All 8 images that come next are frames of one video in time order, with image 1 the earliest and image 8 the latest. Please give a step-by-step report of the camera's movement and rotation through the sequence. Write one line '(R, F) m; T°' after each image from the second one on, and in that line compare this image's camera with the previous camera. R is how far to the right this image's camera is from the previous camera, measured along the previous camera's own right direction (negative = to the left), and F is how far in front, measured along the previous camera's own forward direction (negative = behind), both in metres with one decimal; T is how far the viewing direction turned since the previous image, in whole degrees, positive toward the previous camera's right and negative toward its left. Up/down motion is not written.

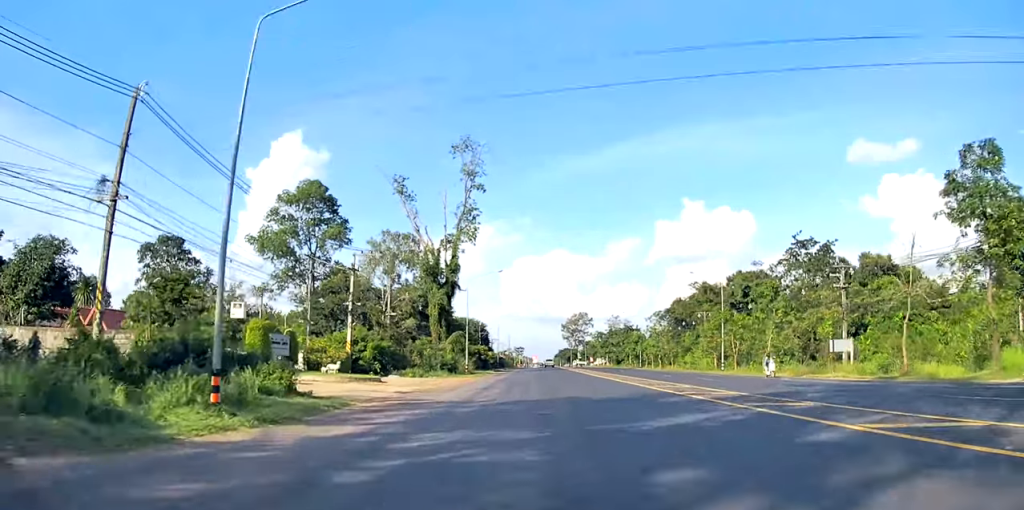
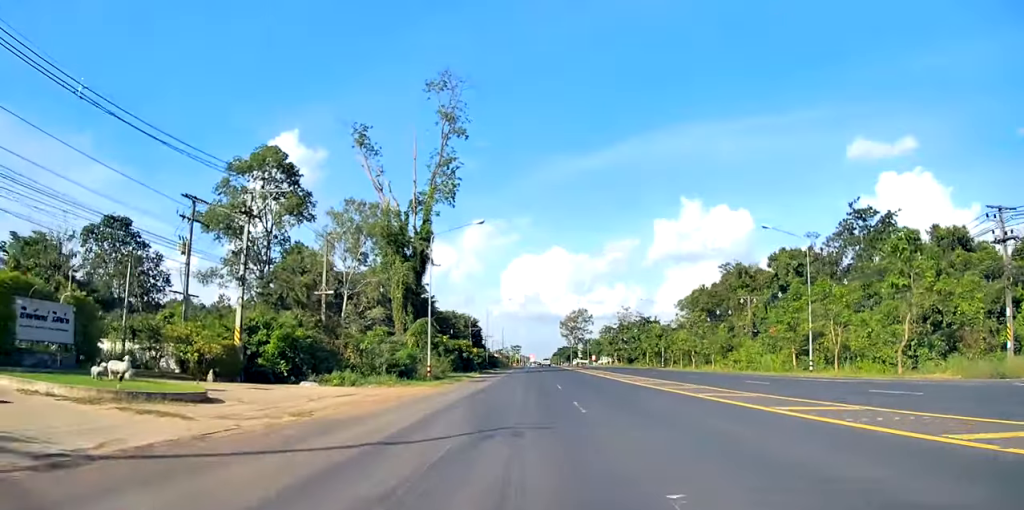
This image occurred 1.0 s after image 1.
(0.0, +20.7) m; 0°
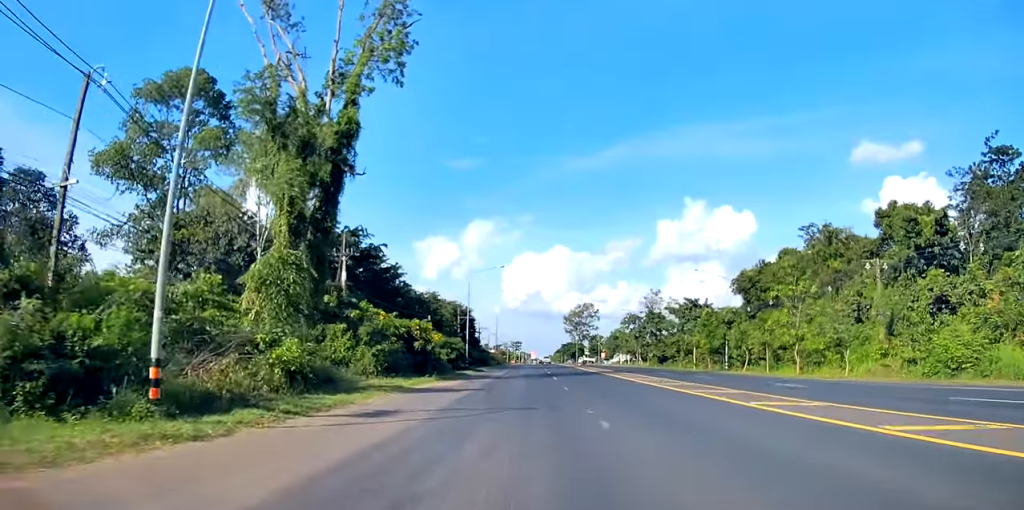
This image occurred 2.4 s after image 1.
(0.0, +27.8) m; 0°
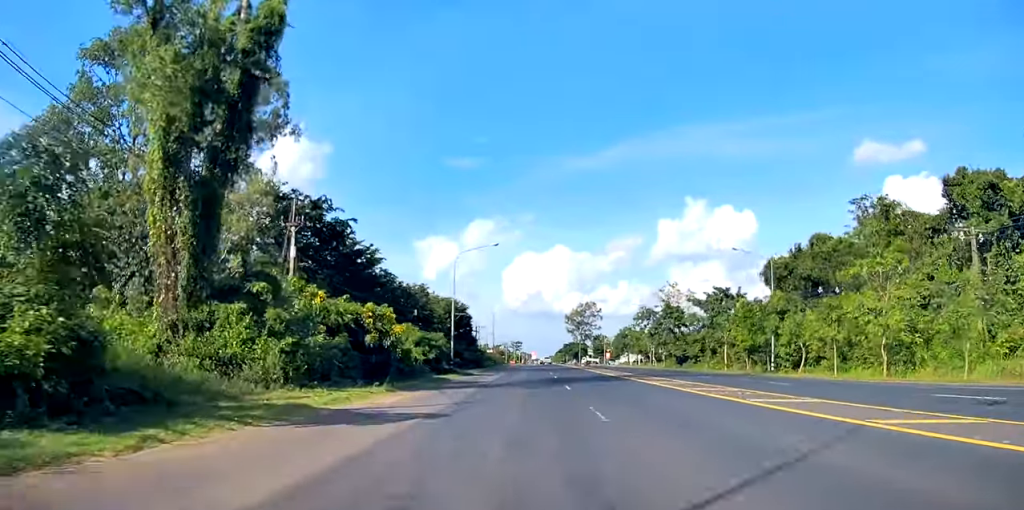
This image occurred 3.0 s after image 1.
(0.0, +11.6) m; 0°
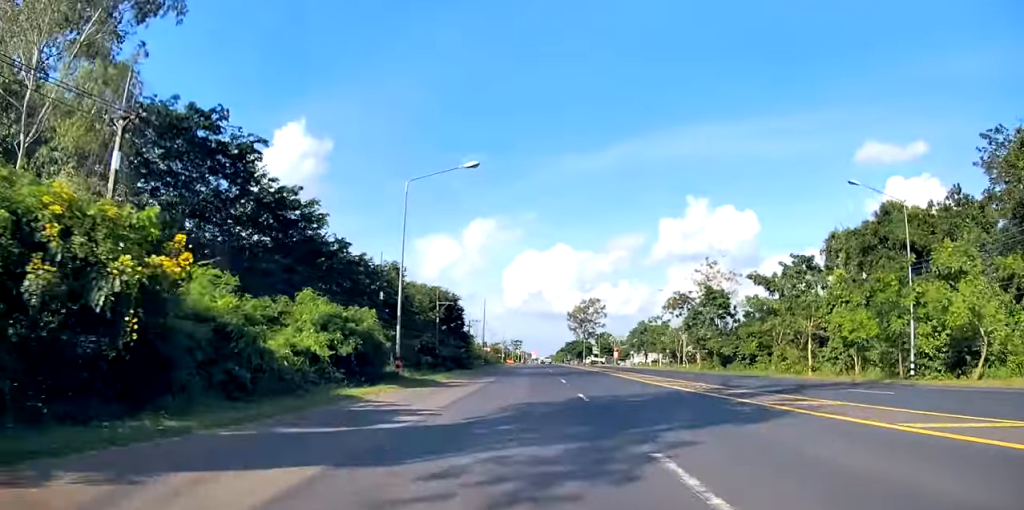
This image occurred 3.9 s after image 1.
(0.0, +19.4) m; 0°
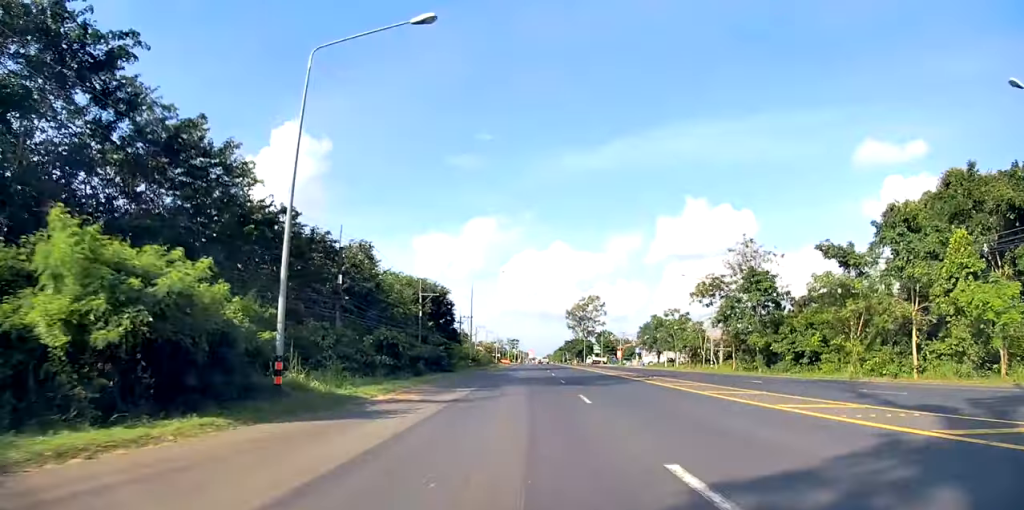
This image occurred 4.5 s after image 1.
(0.0, +13.2) m; 0°
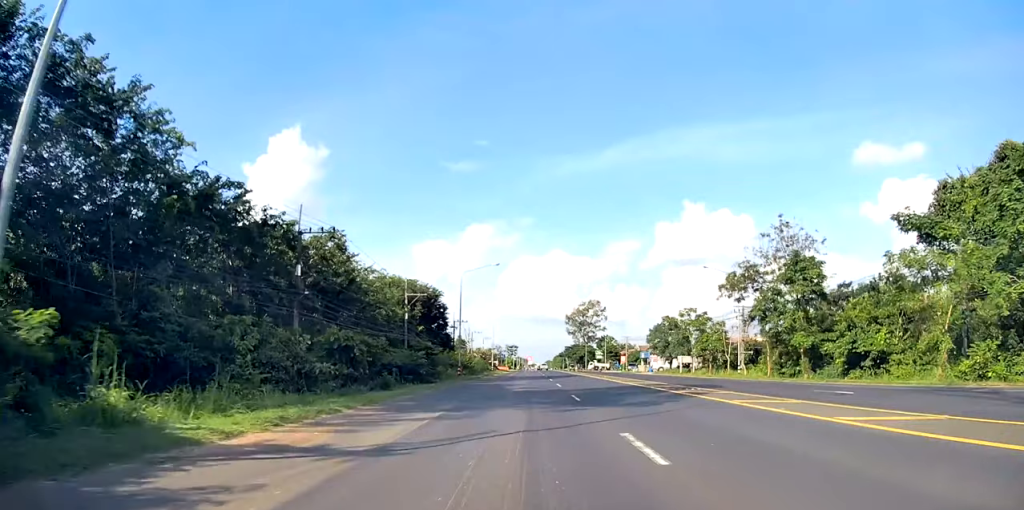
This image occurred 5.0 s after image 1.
(0.0, +8.2) m; 0°
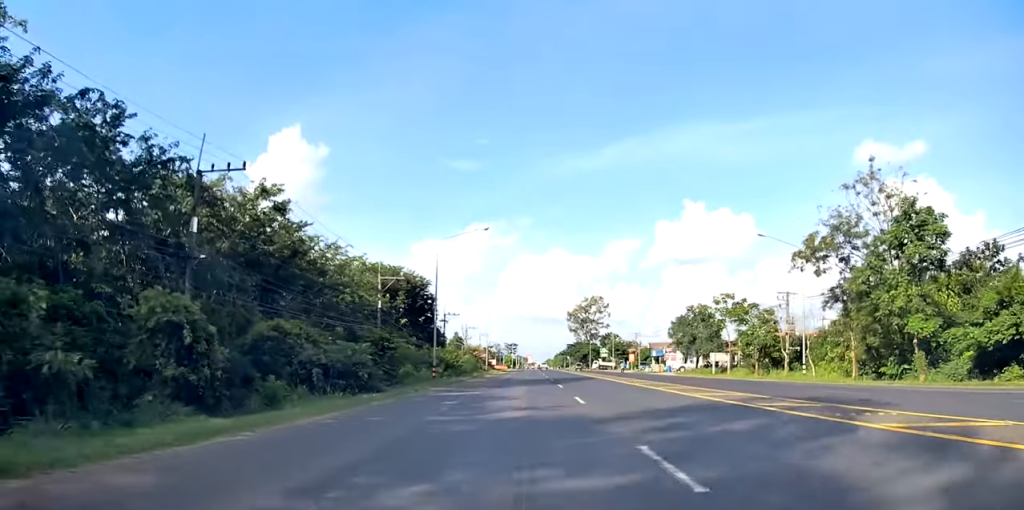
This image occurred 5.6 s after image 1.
(0.0, +13.7) m; 0°
